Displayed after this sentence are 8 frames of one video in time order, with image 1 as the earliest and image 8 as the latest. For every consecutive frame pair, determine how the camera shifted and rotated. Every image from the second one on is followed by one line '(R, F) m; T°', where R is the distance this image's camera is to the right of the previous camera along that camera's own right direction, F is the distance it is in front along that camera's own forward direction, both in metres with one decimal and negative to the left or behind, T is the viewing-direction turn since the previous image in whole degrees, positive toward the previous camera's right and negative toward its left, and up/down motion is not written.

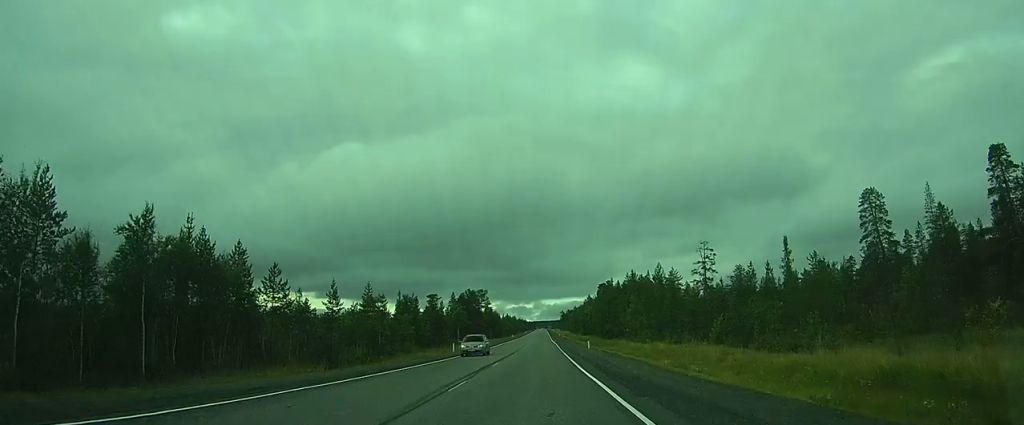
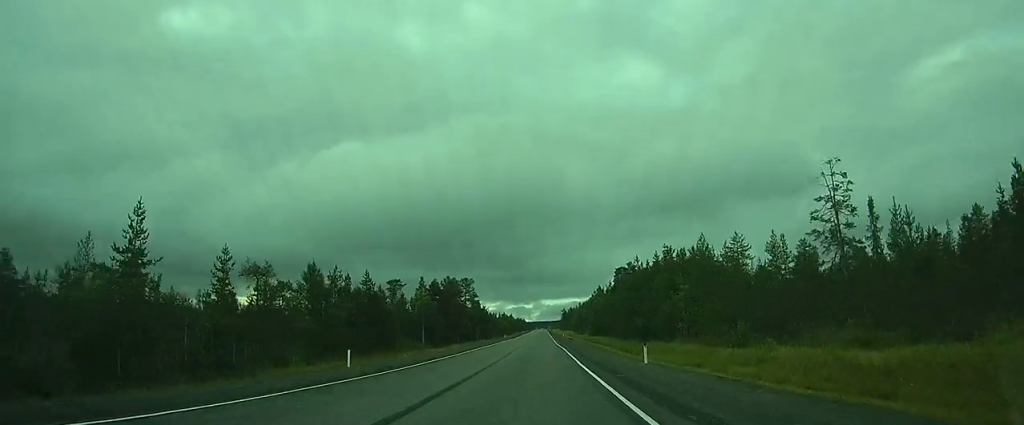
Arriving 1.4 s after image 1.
(+0.1, +30.6) m; 0°
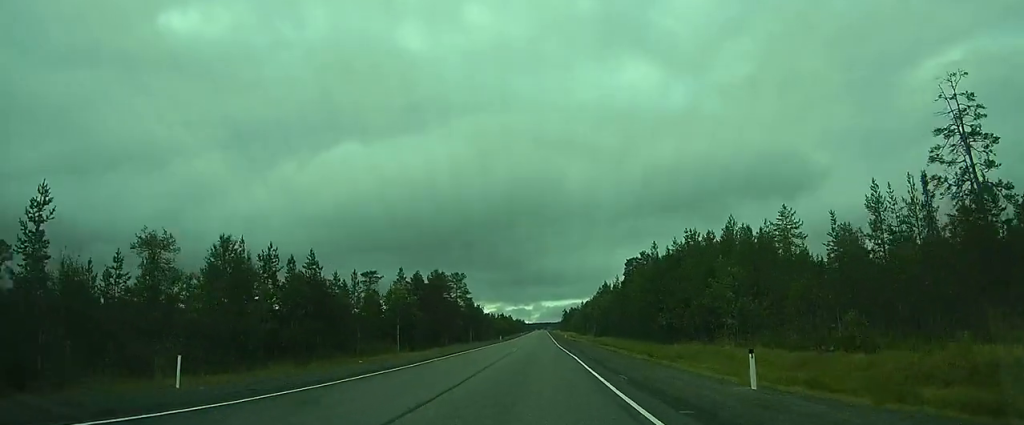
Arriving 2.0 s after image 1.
(-0.1, +12.9) m; 0°
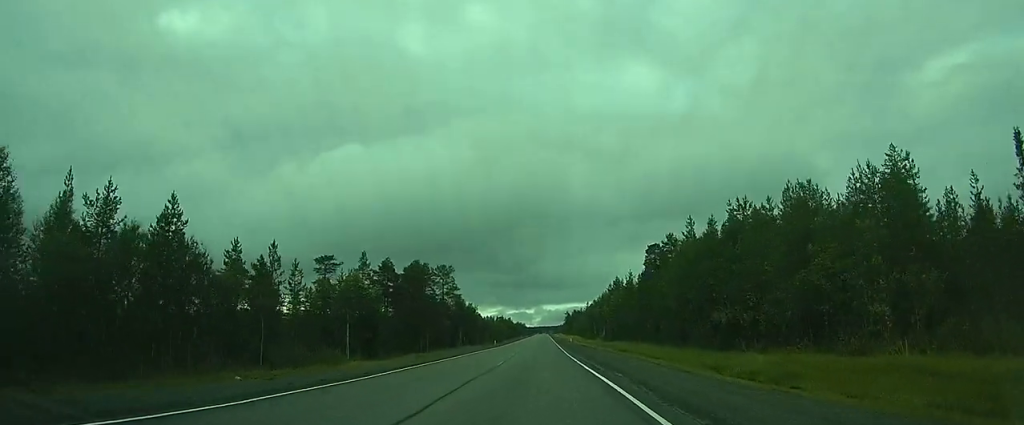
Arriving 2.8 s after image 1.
(-0.1, +16.4) m; 0°
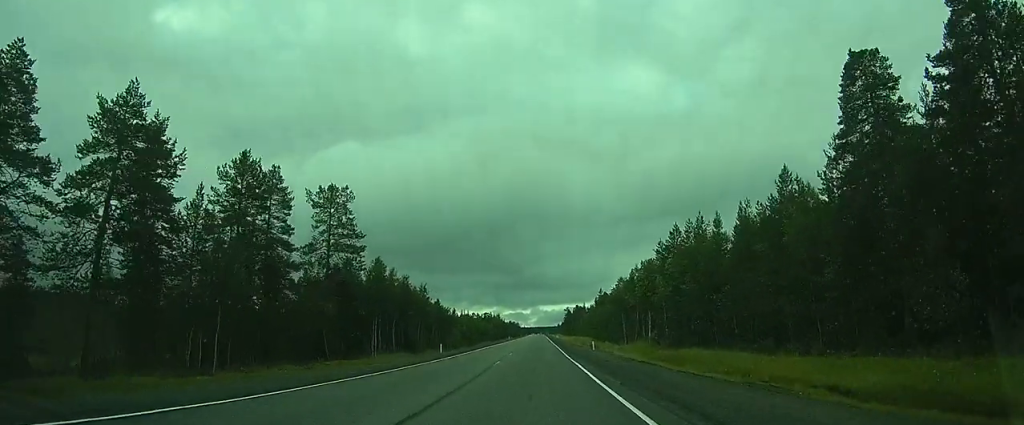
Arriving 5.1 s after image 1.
(+0.1, +48.9) m; +1°
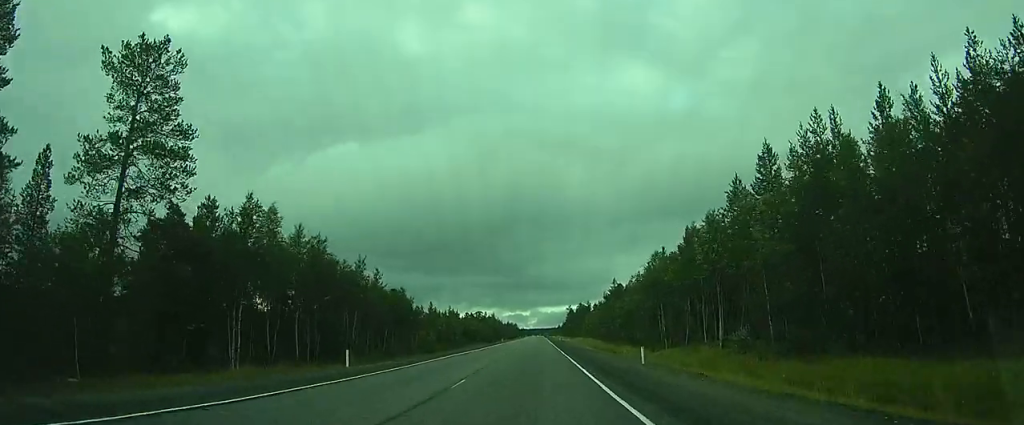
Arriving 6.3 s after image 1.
(+0.1, +23.2) m; 0°
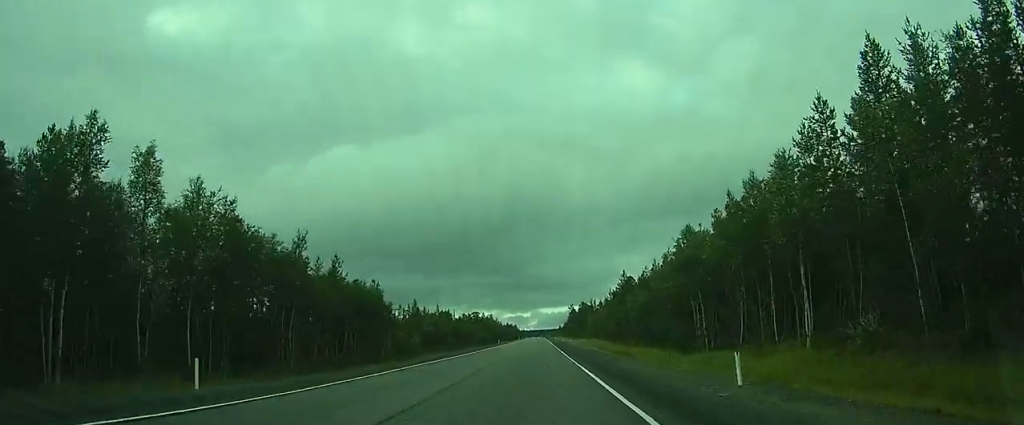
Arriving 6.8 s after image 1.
(0.0, +11.5) m; 0°
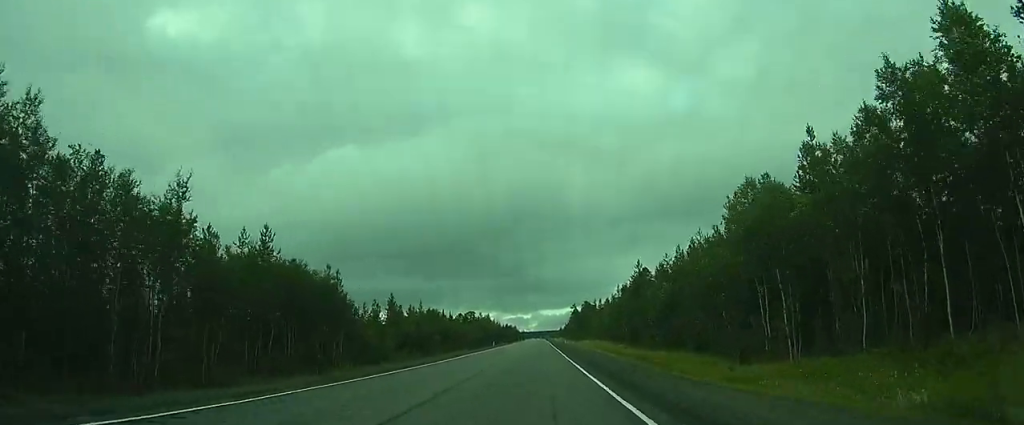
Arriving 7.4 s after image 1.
(0.0, +12.2) m; 0°
